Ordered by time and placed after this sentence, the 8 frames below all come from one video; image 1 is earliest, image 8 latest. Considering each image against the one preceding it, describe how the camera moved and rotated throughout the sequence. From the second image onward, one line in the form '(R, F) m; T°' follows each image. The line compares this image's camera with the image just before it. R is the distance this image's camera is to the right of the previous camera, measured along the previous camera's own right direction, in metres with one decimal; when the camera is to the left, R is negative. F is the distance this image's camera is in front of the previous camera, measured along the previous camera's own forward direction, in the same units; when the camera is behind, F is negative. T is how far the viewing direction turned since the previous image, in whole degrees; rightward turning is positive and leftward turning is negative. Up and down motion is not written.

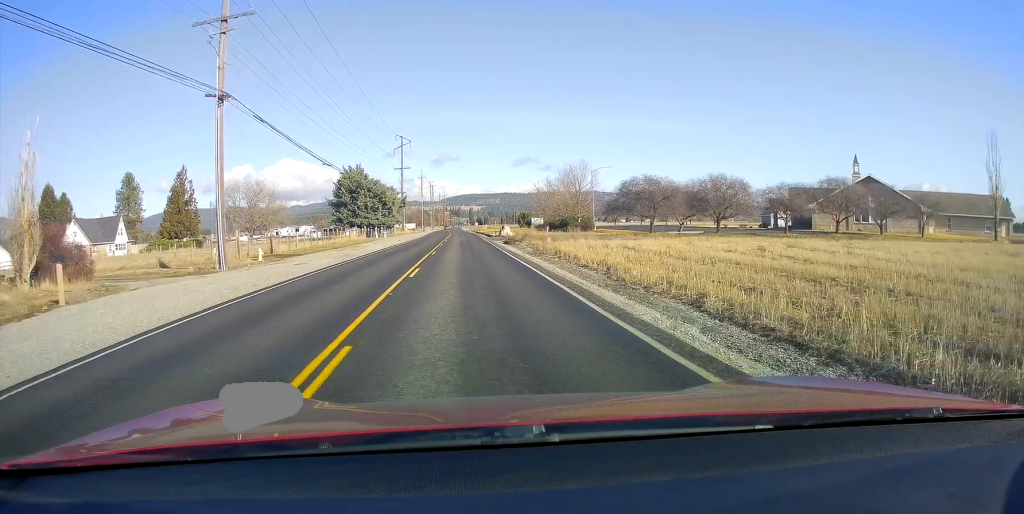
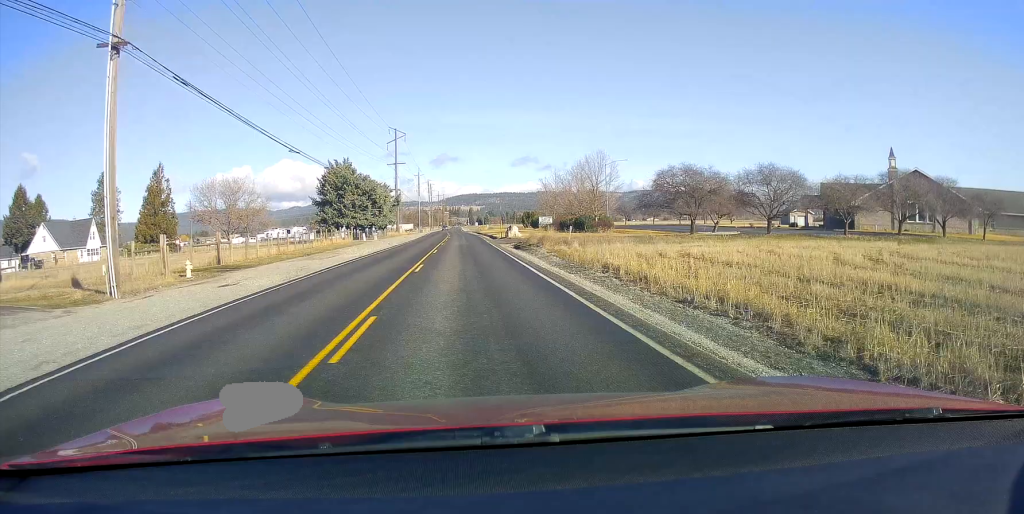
(+0.2, +10.0) m; -1°
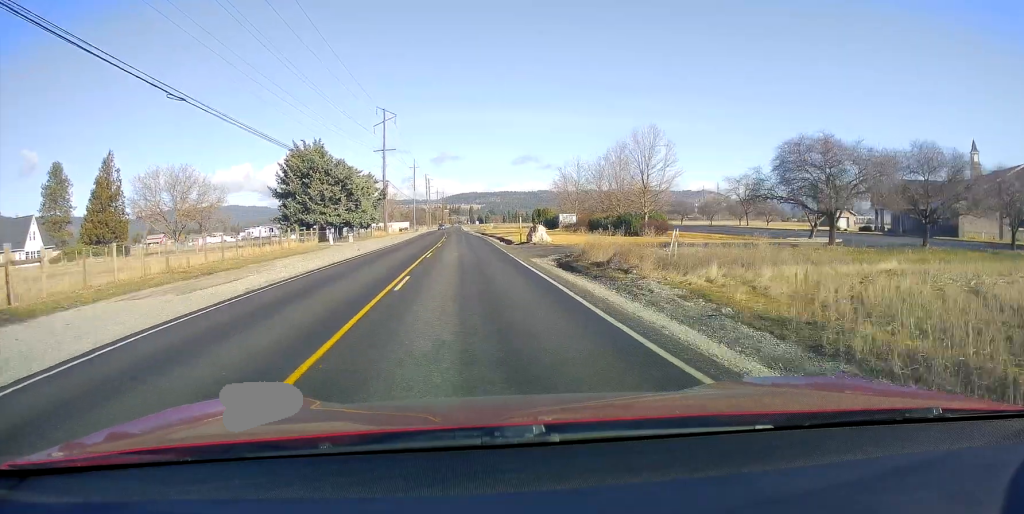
(-0.3, +17.6) m; 0°
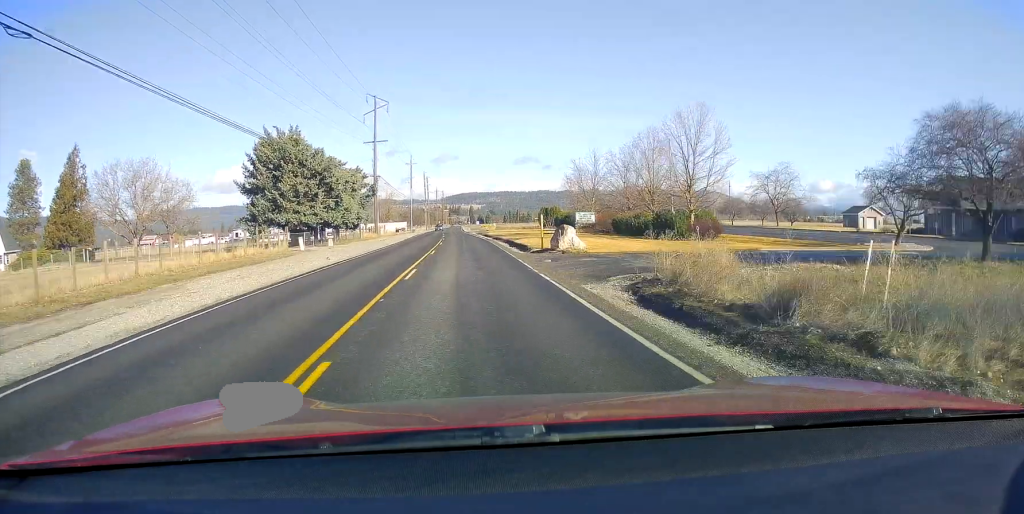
(-0.2, +9.9) m; 0°
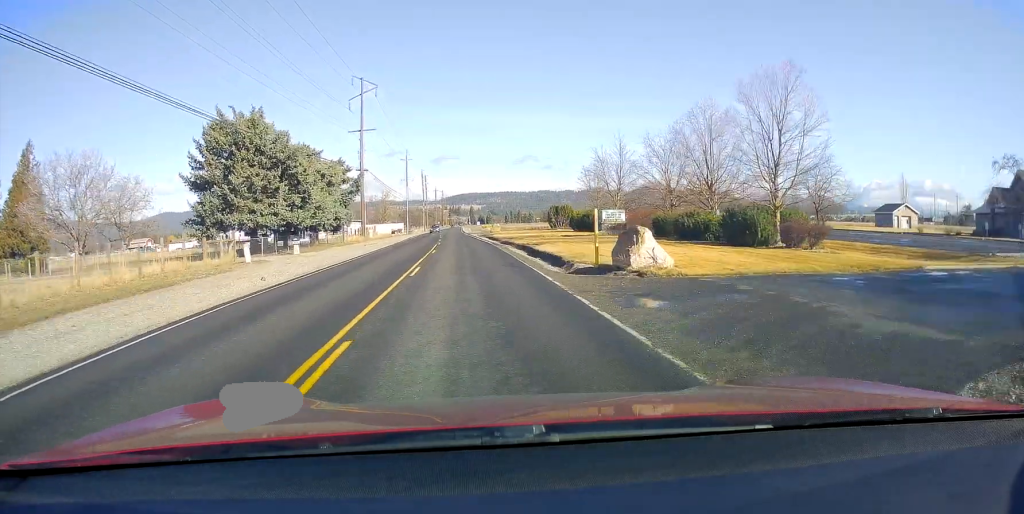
(+0.4, +10.7) m; +1°
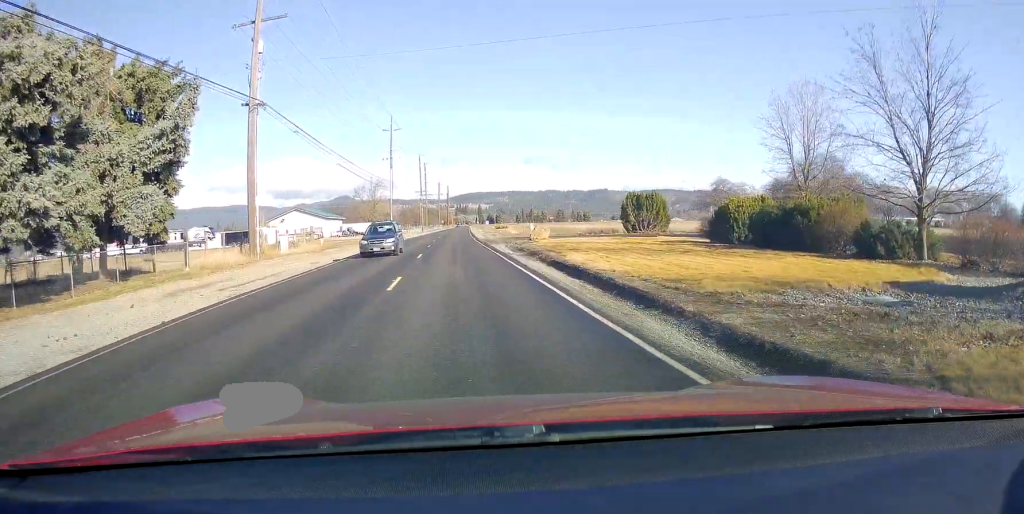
(-0.3, +39.8) m; -3°
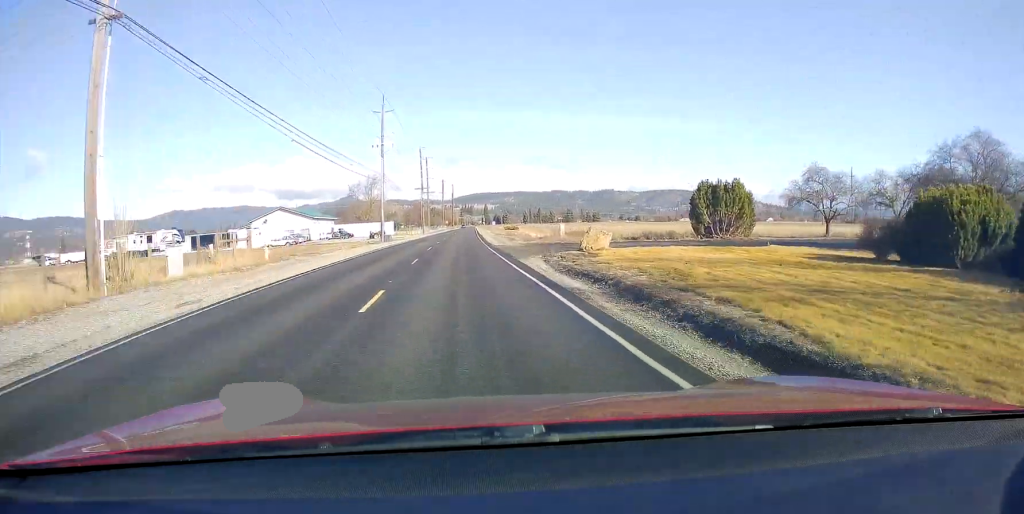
(-0.3, +15.4) m; -1°
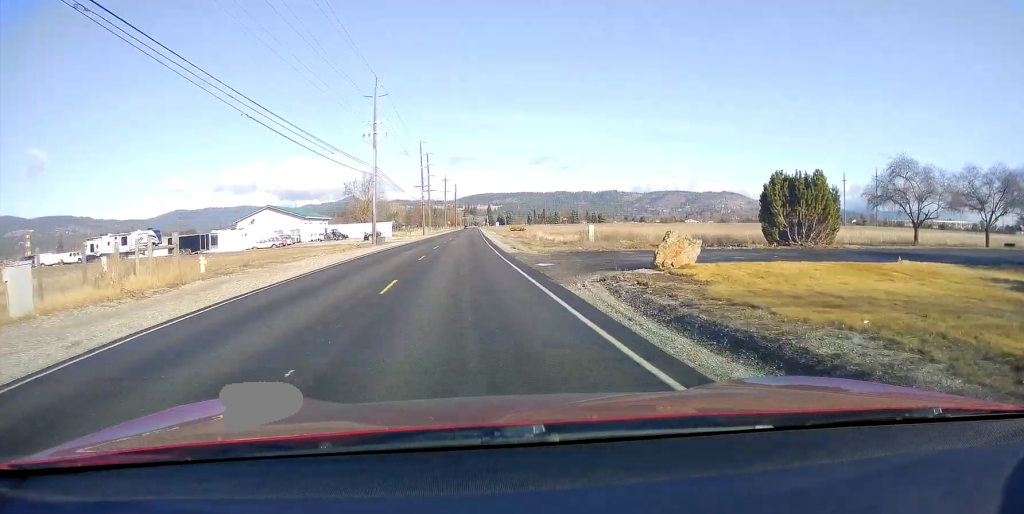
(0.0, +9.3) m; 0°
